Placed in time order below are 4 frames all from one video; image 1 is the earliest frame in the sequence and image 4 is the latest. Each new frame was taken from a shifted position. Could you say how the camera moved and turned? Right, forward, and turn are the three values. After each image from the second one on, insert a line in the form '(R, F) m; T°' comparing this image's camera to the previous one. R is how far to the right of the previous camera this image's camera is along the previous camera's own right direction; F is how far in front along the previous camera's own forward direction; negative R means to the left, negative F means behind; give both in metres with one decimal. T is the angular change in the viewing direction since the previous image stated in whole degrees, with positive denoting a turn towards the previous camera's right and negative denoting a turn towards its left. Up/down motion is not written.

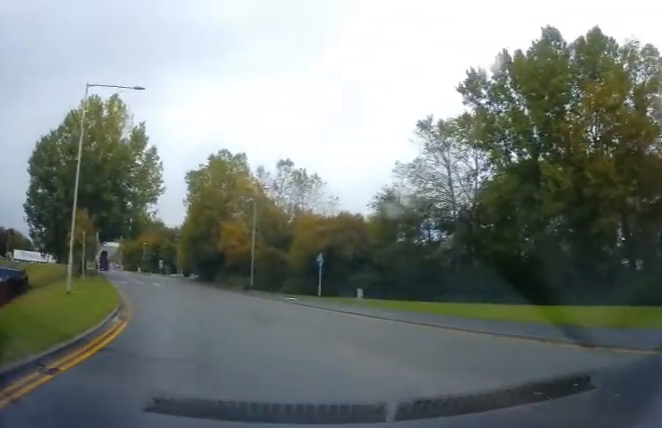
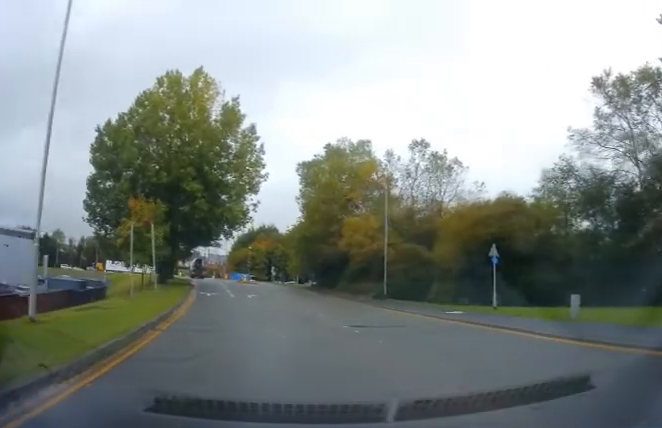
(-1.8, +11.7) m; -17°
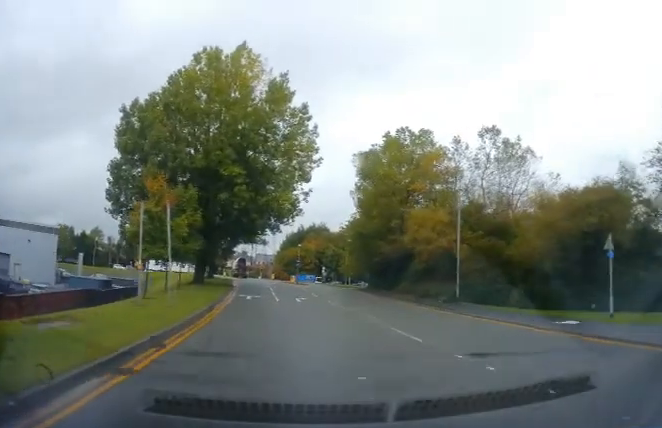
(-0.2, +5.8) m; -2°
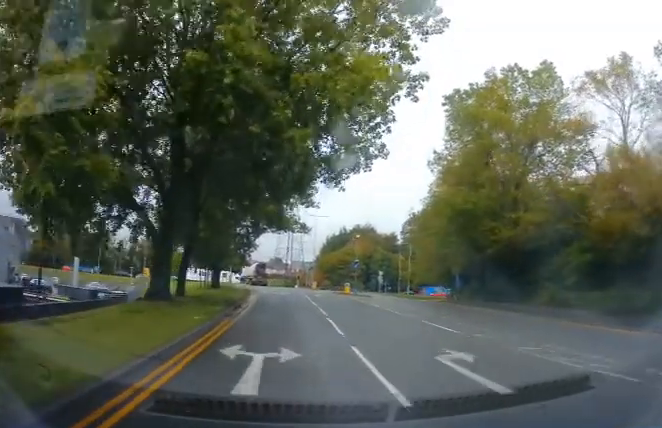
(-1.1, +22.4) m; -17°
